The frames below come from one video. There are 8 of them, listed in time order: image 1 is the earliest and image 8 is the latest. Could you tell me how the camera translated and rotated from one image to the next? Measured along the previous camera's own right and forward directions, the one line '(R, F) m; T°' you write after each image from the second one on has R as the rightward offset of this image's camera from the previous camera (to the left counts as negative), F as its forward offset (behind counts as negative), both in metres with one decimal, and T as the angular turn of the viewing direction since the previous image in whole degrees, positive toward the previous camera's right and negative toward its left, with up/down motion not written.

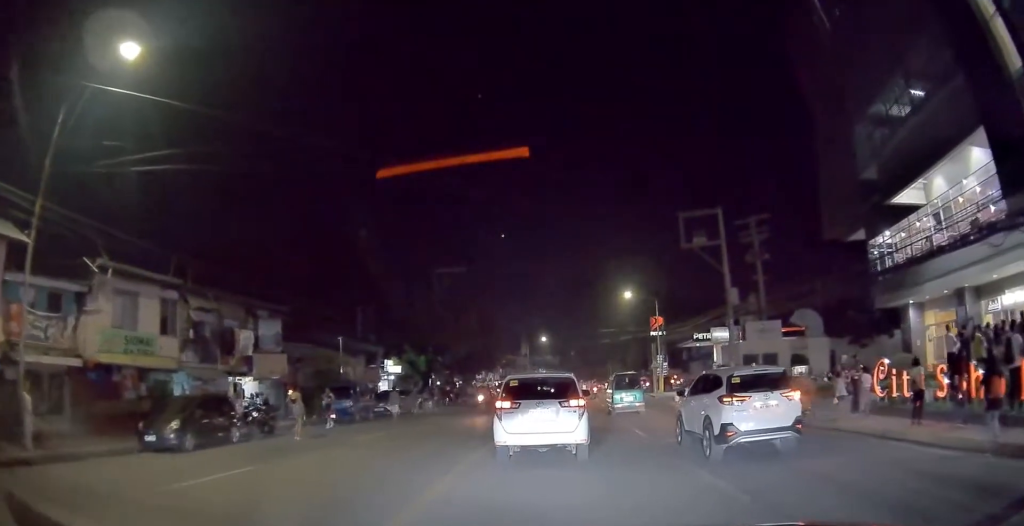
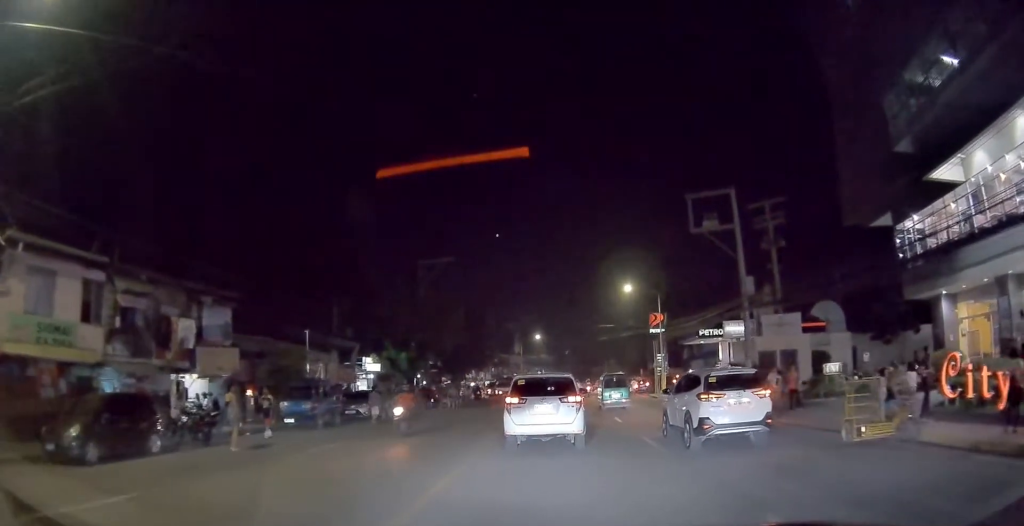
(-0.1, +3.5) m; 0°
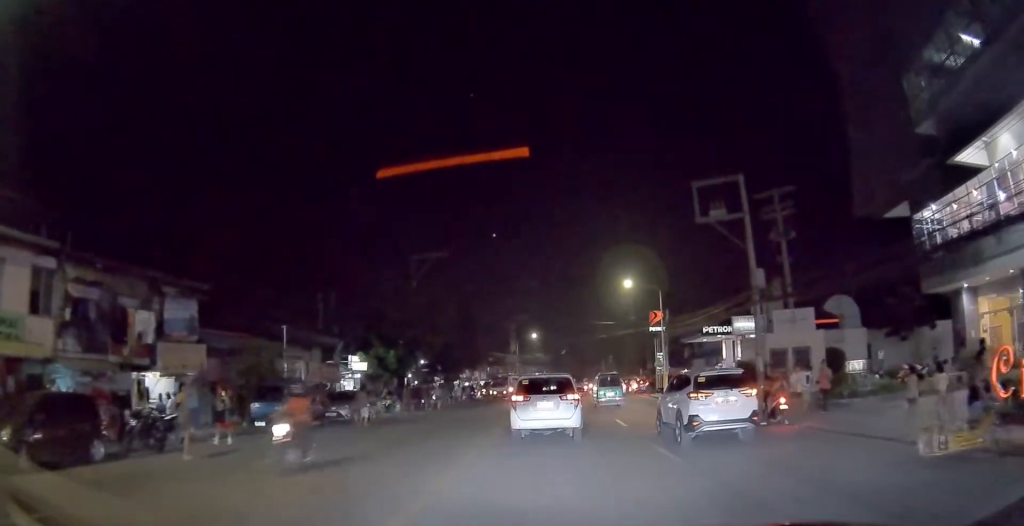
(0.0, +2.0) m; +1°
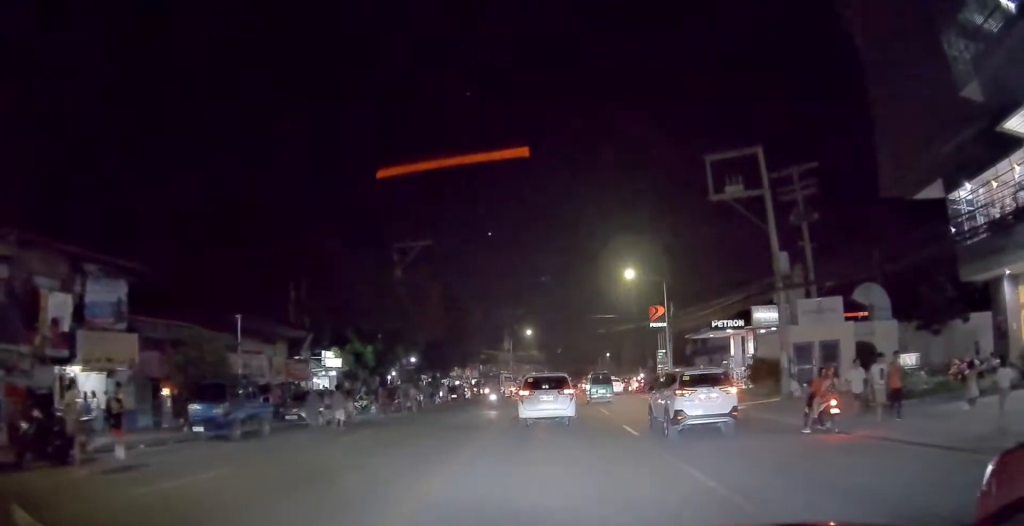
(+0.1, +3.5) m; +1°
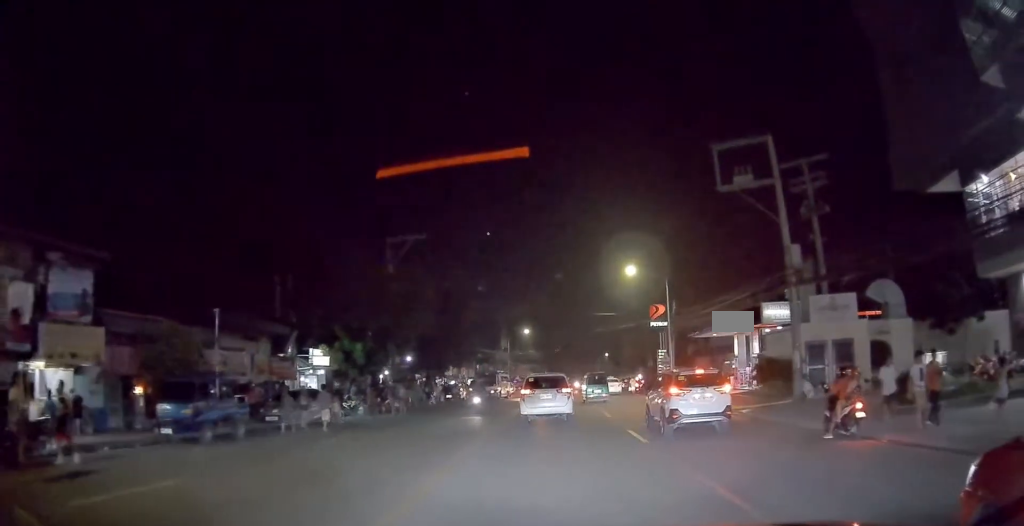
(0.0, +1.4) m; 0°
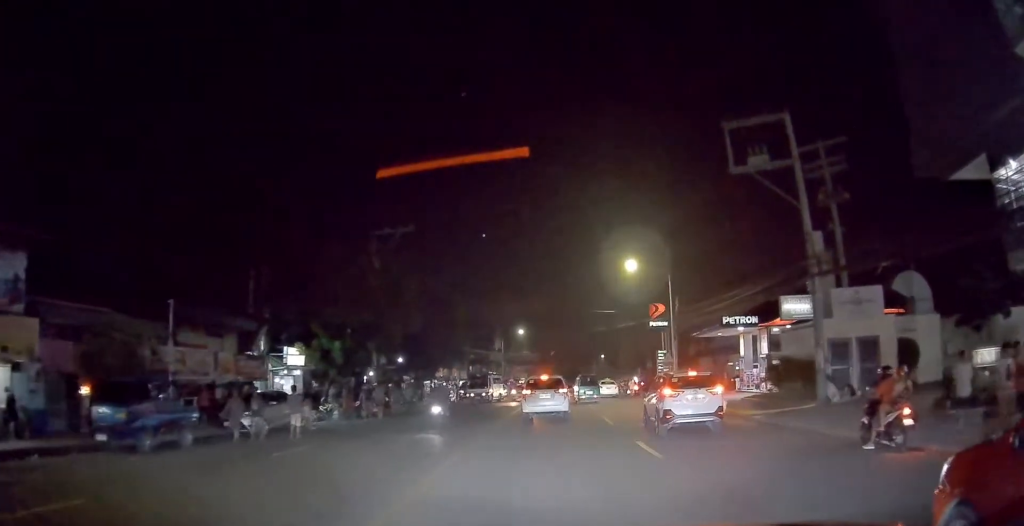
(0.0, +2.4) m; -1°
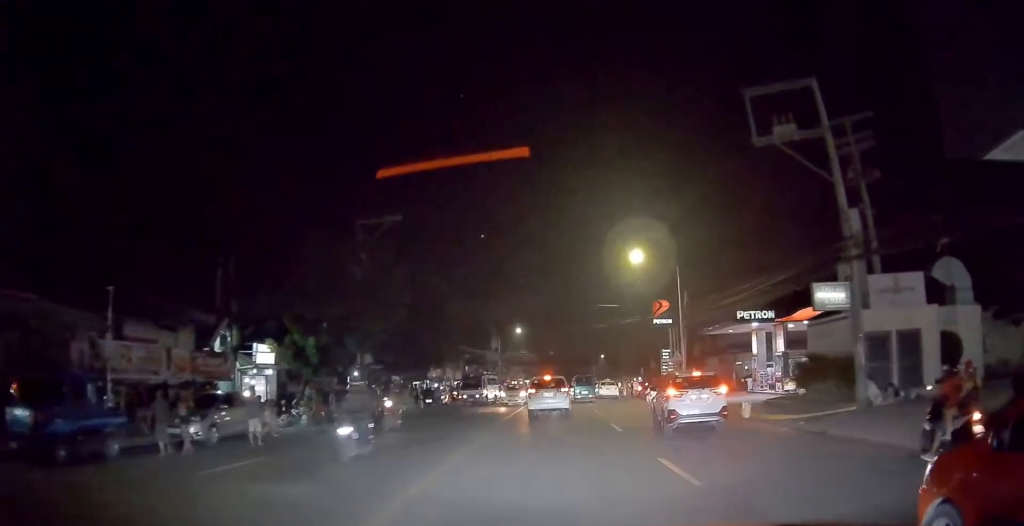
(0.0, +2.8) m; -1°
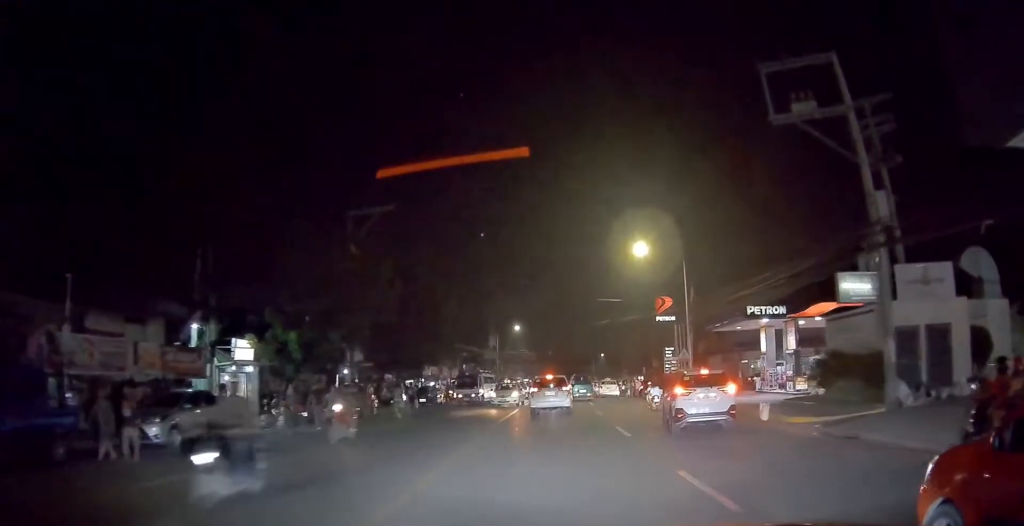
(-0.1, +1.8) m; 0°
